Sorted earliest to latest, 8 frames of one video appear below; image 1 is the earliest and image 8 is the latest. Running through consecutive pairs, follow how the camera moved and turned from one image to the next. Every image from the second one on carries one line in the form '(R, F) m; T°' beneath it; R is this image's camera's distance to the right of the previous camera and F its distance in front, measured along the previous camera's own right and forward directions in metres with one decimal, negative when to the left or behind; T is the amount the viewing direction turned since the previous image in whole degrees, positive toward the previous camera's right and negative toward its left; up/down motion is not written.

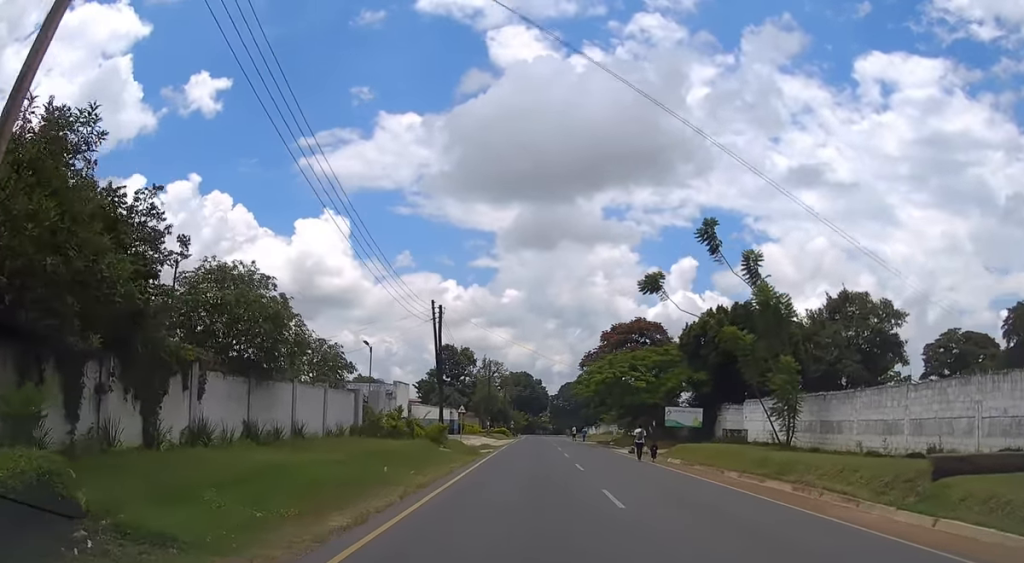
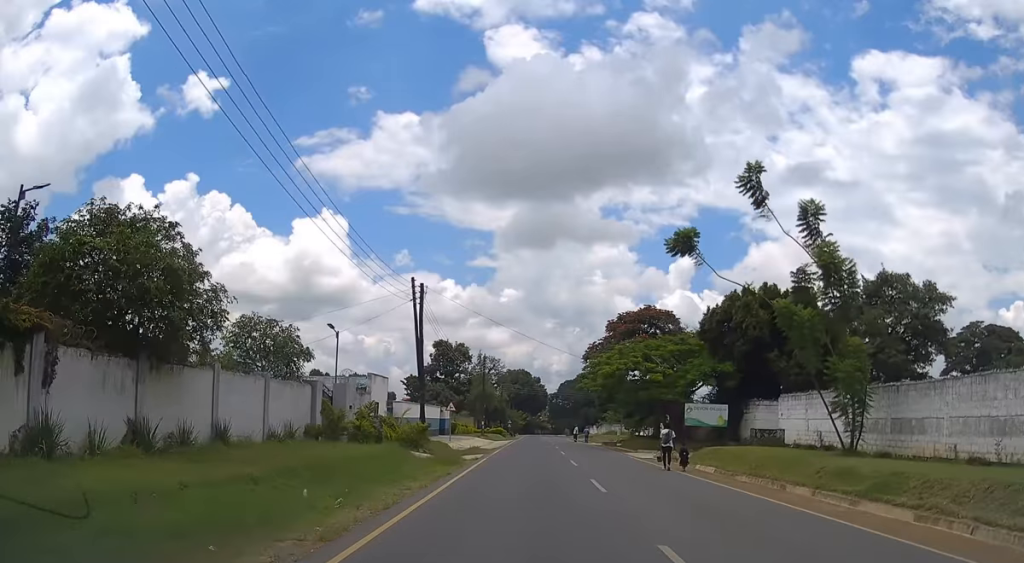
(-0.1, +6.6) m; 0°
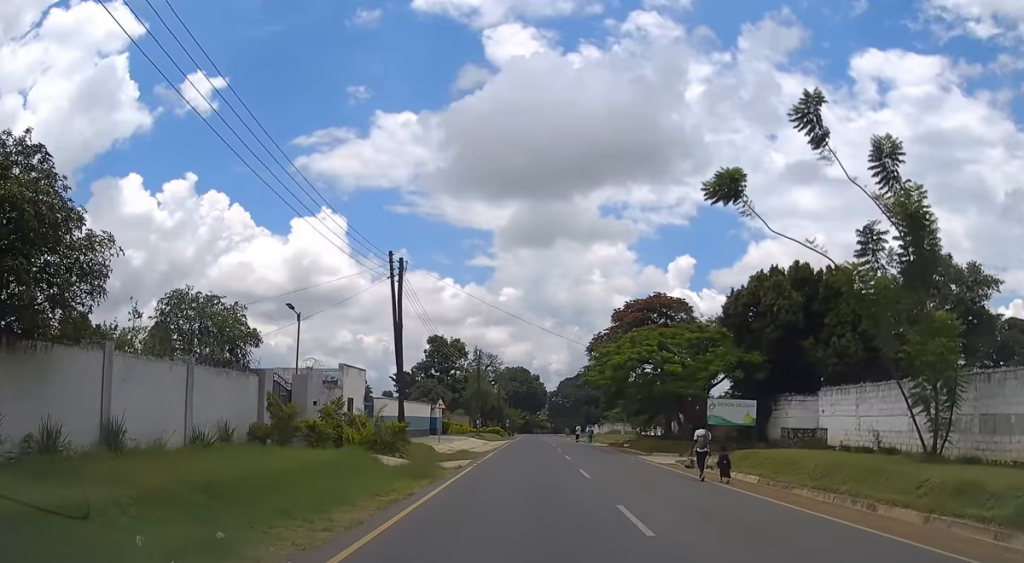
(-0.1, +5.4) m; +1°
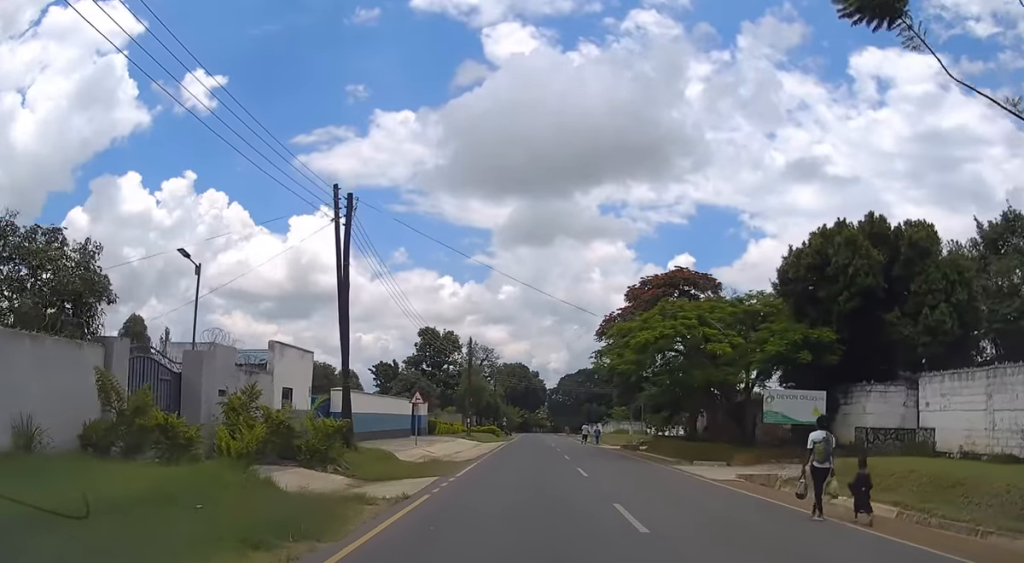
(+0.3, +8.8) m; +1°
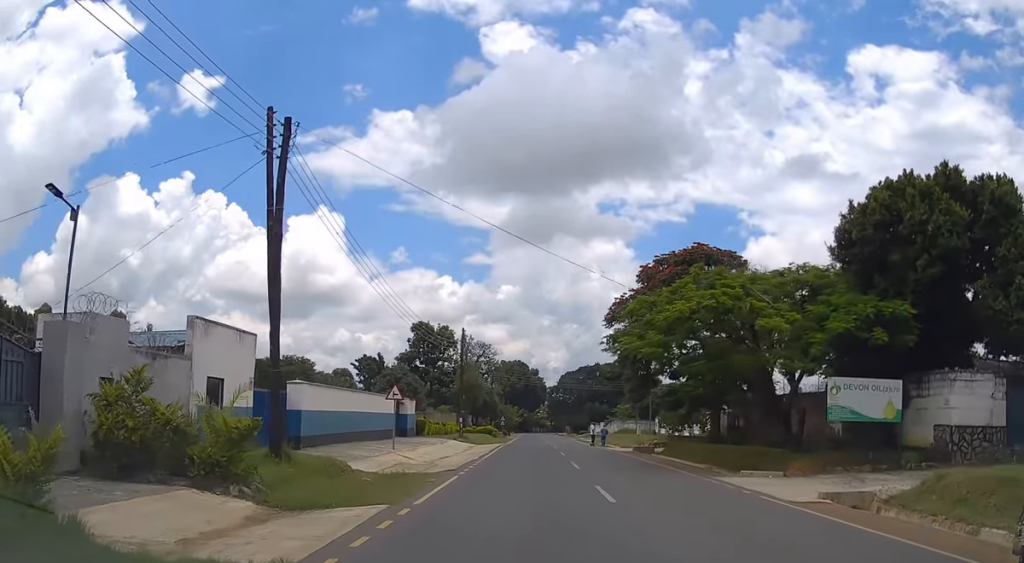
(-0.1, +6.0) m; -1°
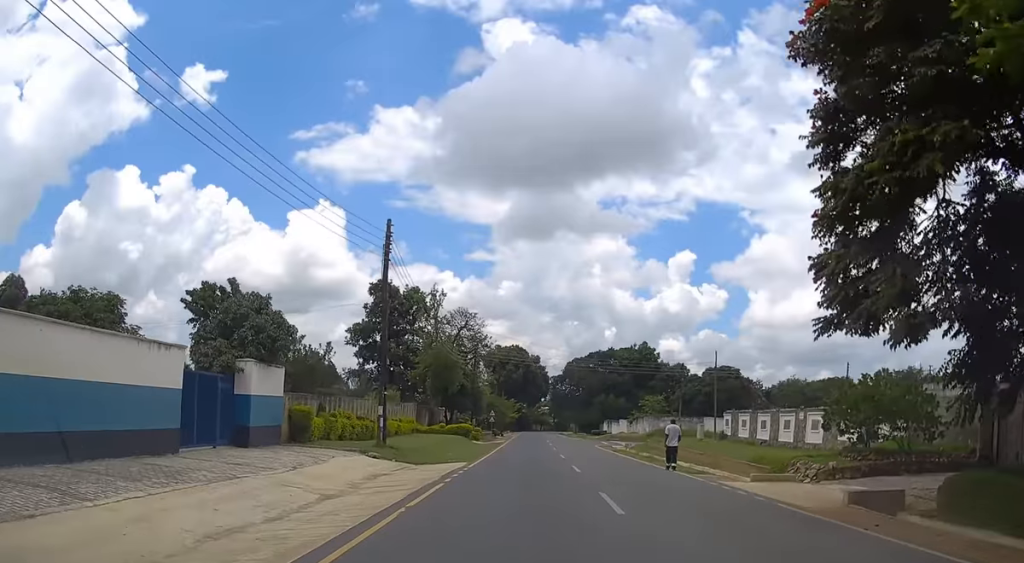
(+0.4, +28.9) m; +1°
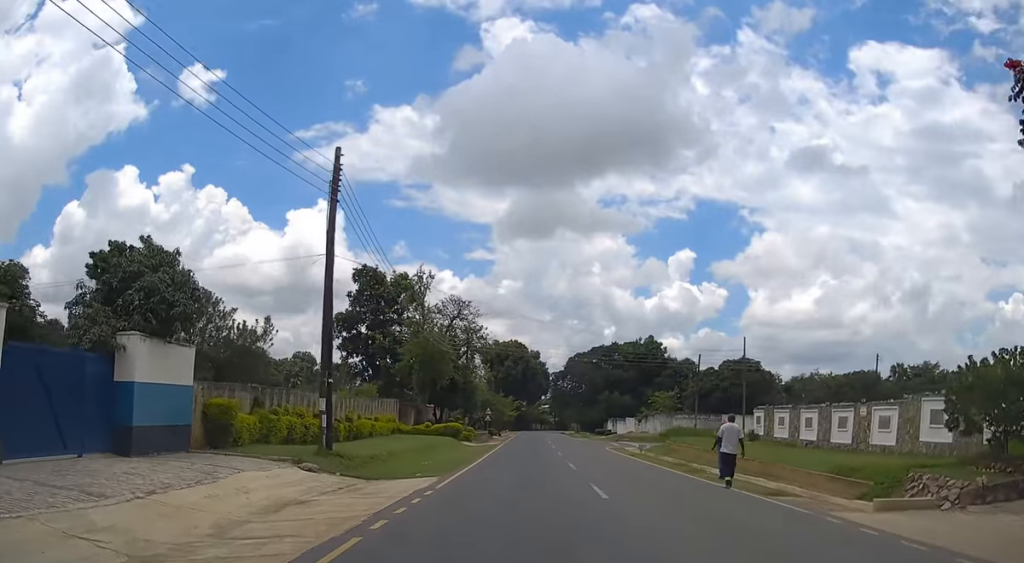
(0.0, +7.1) m; 0°
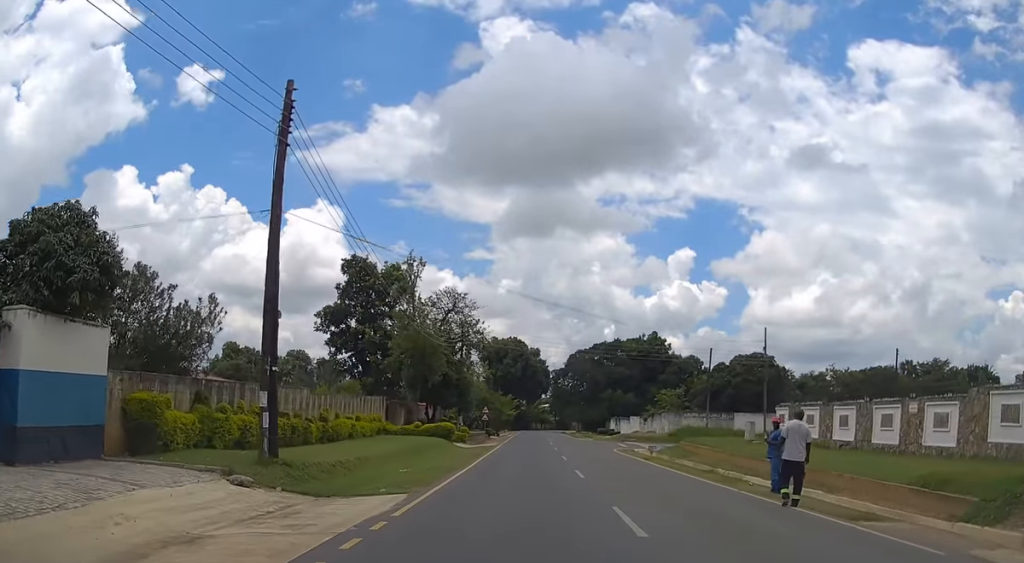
(+0.1, +4.3) m; 0°
